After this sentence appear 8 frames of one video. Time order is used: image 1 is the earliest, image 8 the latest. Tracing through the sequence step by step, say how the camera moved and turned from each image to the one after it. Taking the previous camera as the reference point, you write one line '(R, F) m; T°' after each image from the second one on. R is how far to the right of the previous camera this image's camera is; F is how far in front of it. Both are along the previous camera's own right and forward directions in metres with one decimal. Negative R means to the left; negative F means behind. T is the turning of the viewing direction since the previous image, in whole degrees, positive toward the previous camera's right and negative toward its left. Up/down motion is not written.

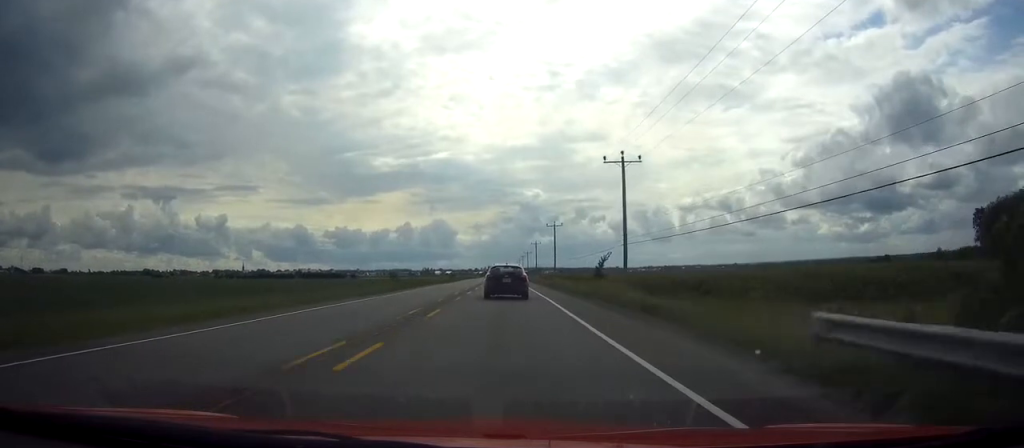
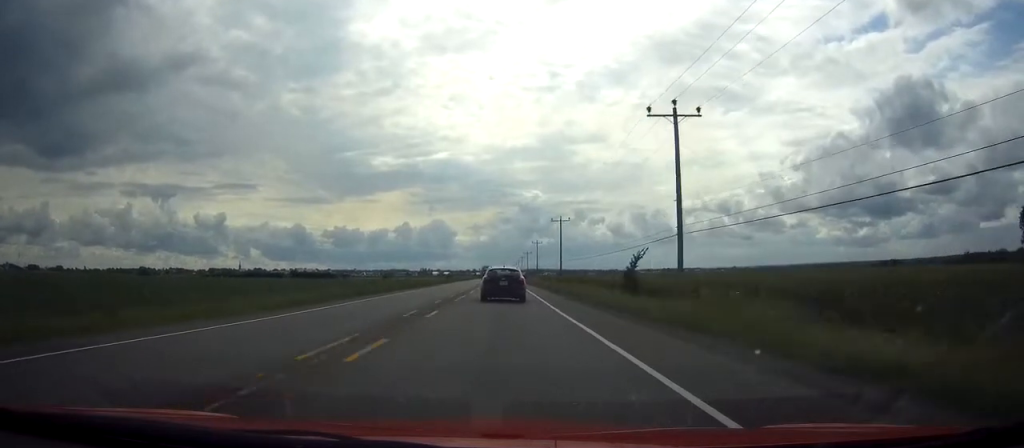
(0.0, +17.1) m; 0°
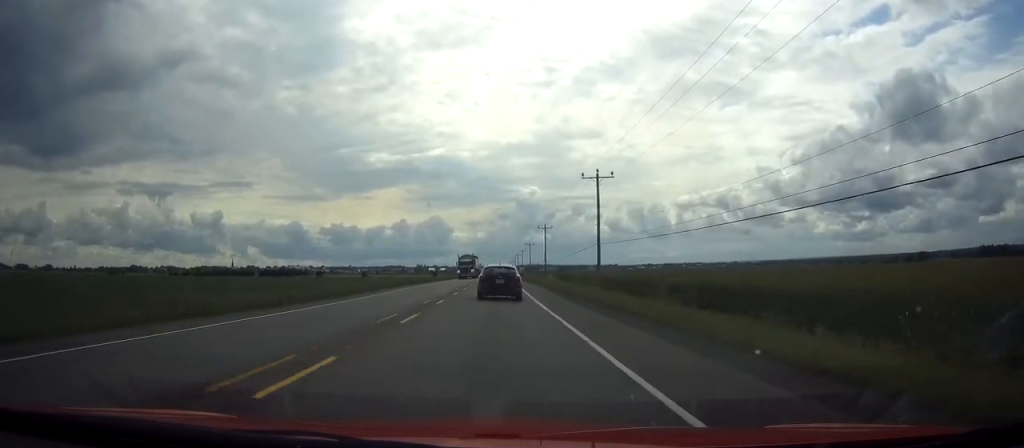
(+0.1, +46.8) m; 0°
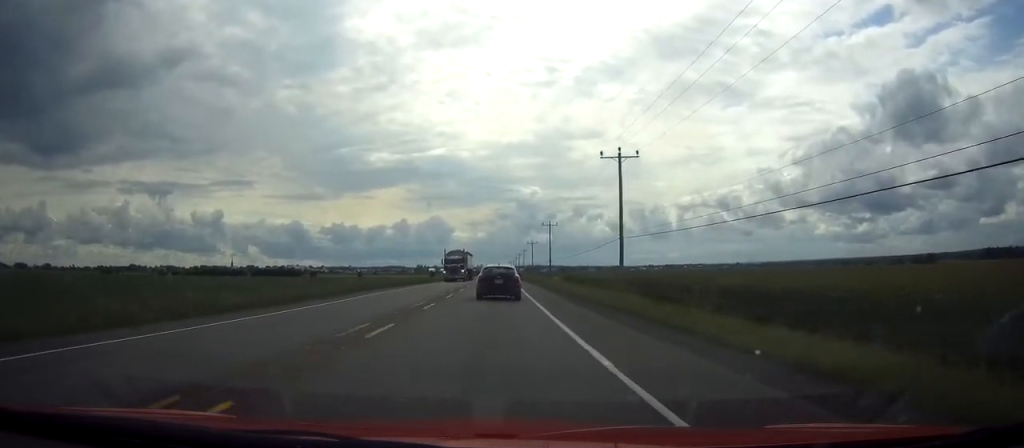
(0.0, +12.2) m; 0°
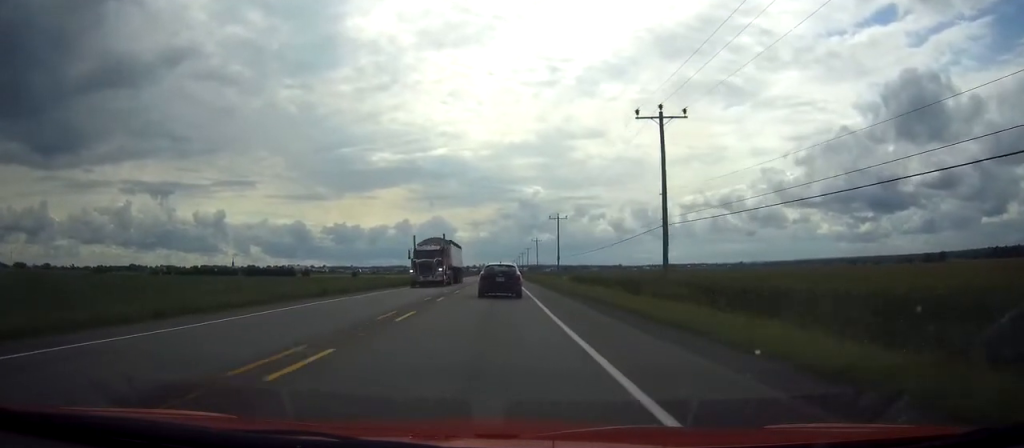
(0.0, +13.7) m; 0°
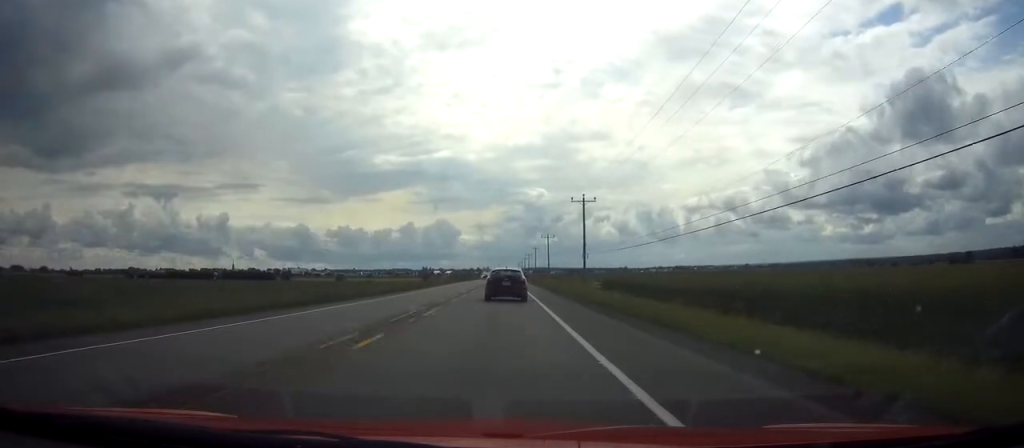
(-0.1, +32.4) m; 0°
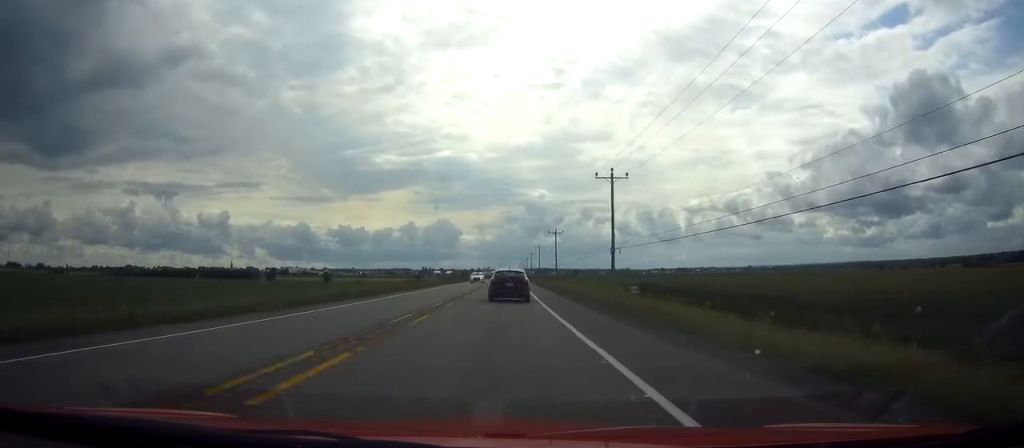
(0.0, +21.3) m; 0°
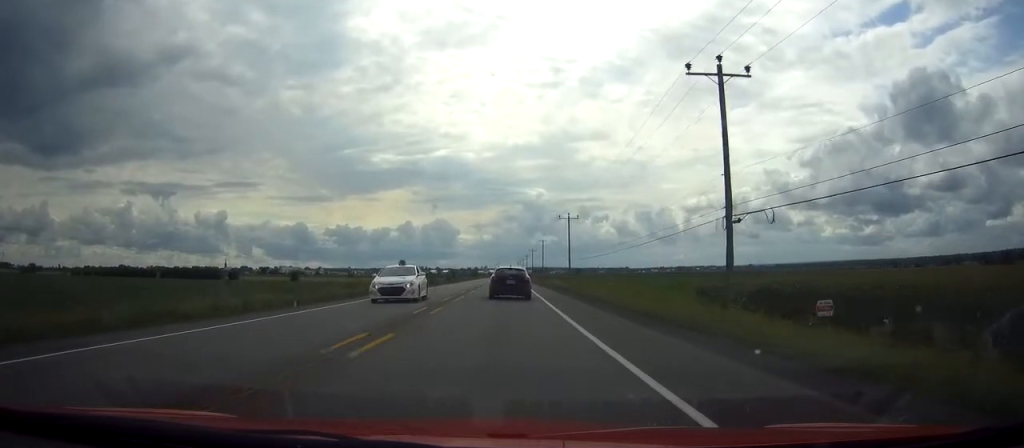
(0.0, +32.6) m; 0°
